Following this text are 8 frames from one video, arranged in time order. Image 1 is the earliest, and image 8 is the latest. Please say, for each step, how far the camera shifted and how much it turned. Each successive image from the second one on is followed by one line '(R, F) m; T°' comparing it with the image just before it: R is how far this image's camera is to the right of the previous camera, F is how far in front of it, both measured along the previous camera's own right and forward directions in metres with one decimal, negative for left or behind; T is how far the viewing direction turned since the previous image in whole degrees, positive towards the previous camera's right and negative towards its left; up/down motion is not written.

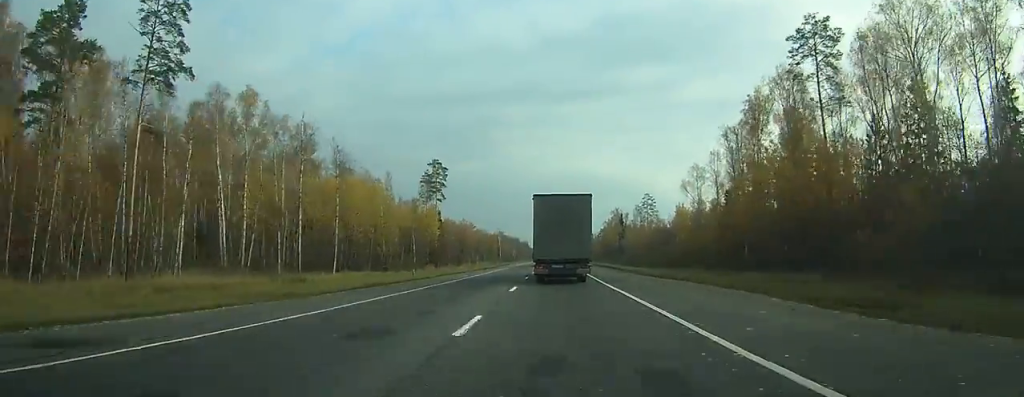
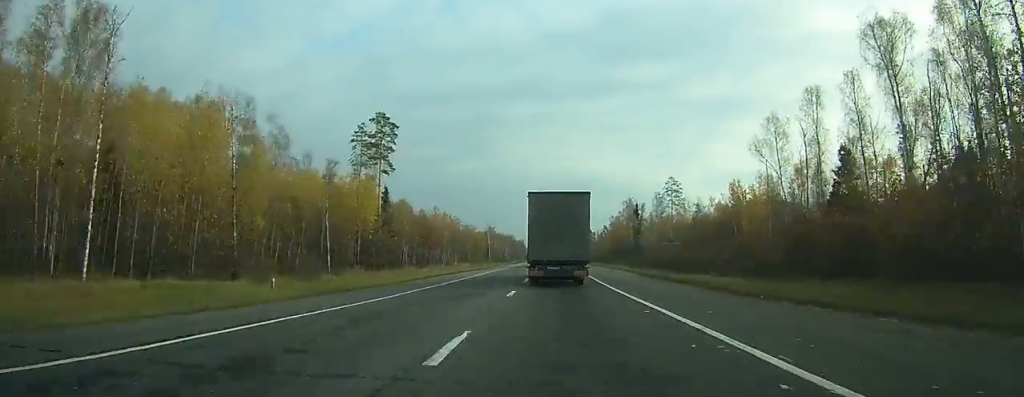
(+0.1, +51.1) m; 0°
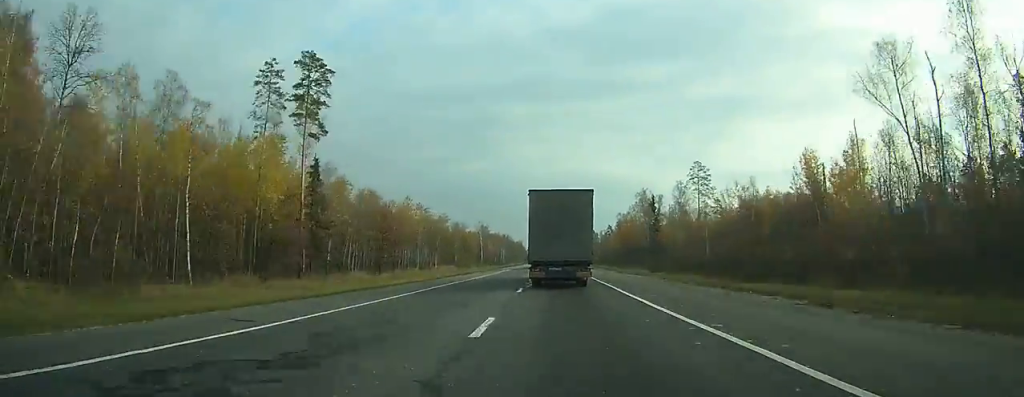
(-0.1, +33.7) m; 0°
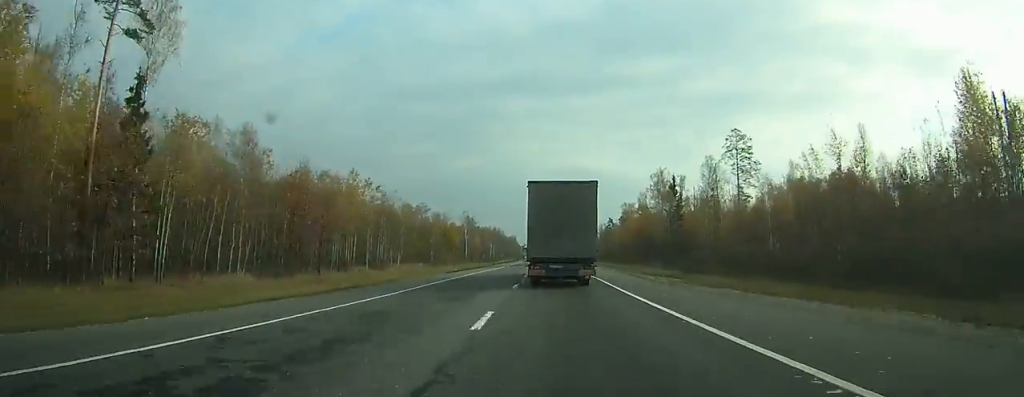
(-0.1, +34.9) m; 0°
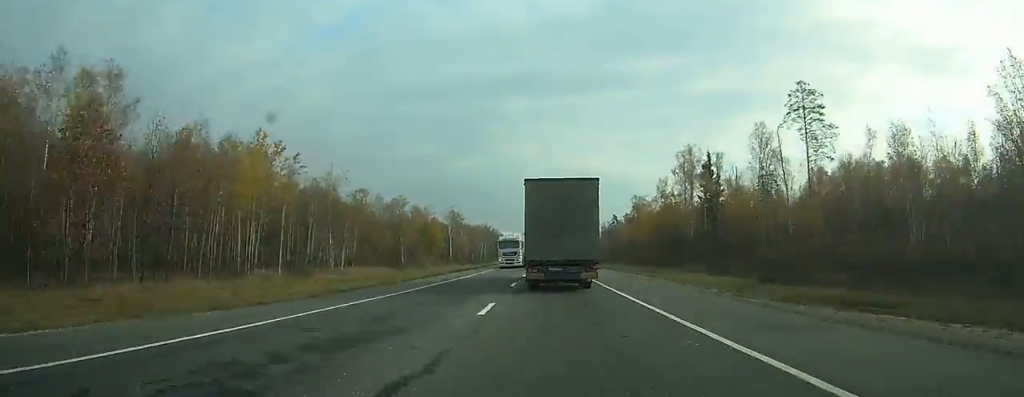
(0.0, +33.1) m; 0°
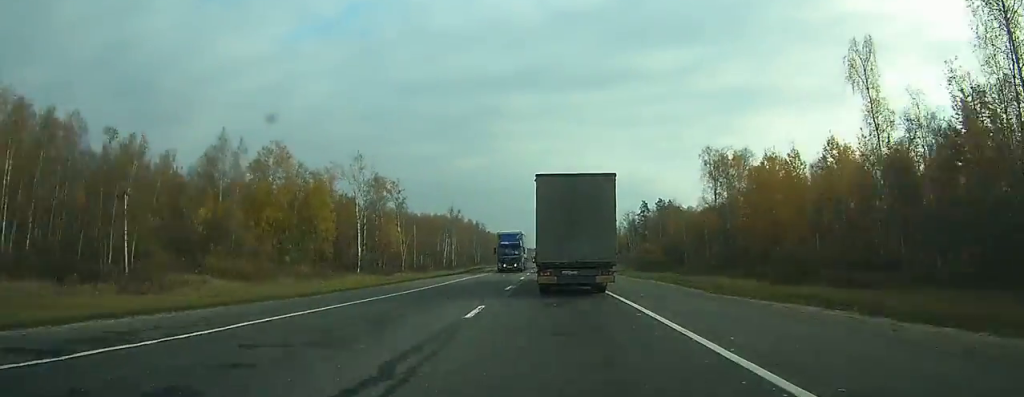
(0.0, +98.7) m; 0°
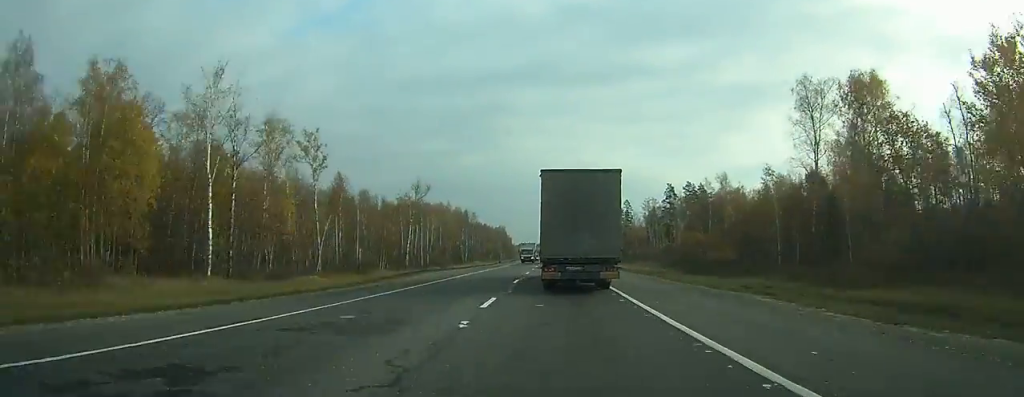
(-0.1, +49.1) m; 0°
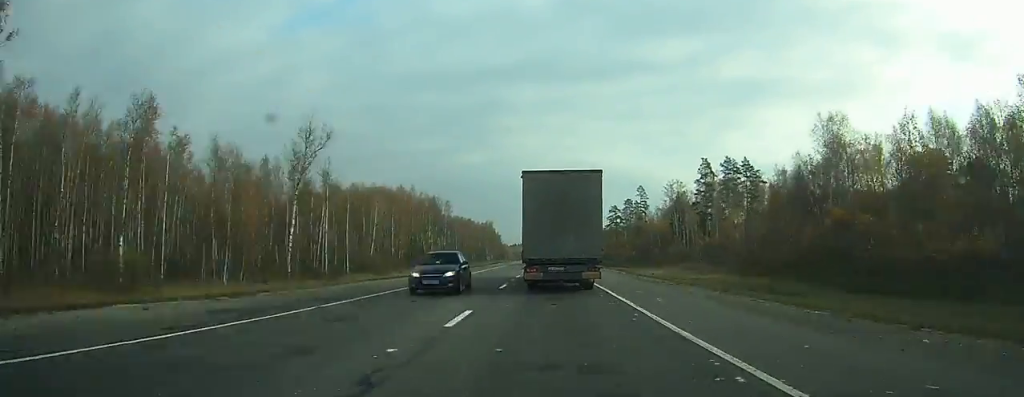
(0.0, +56.5) m; 0°
